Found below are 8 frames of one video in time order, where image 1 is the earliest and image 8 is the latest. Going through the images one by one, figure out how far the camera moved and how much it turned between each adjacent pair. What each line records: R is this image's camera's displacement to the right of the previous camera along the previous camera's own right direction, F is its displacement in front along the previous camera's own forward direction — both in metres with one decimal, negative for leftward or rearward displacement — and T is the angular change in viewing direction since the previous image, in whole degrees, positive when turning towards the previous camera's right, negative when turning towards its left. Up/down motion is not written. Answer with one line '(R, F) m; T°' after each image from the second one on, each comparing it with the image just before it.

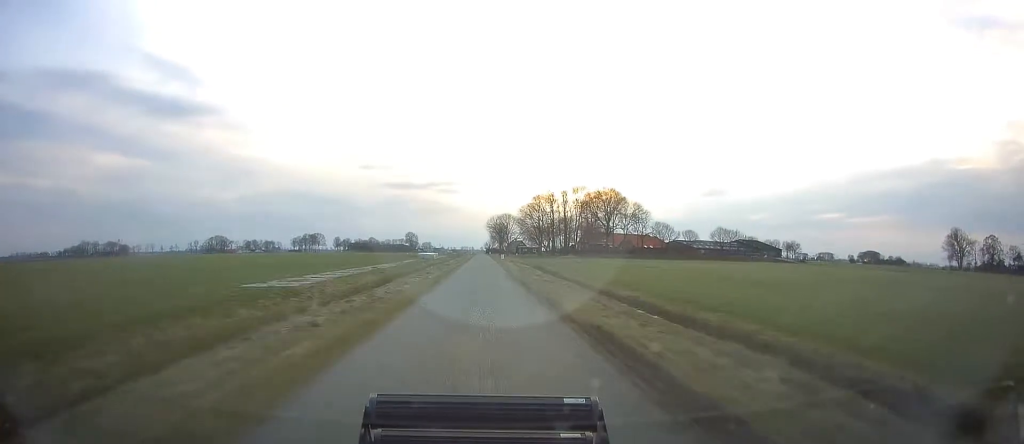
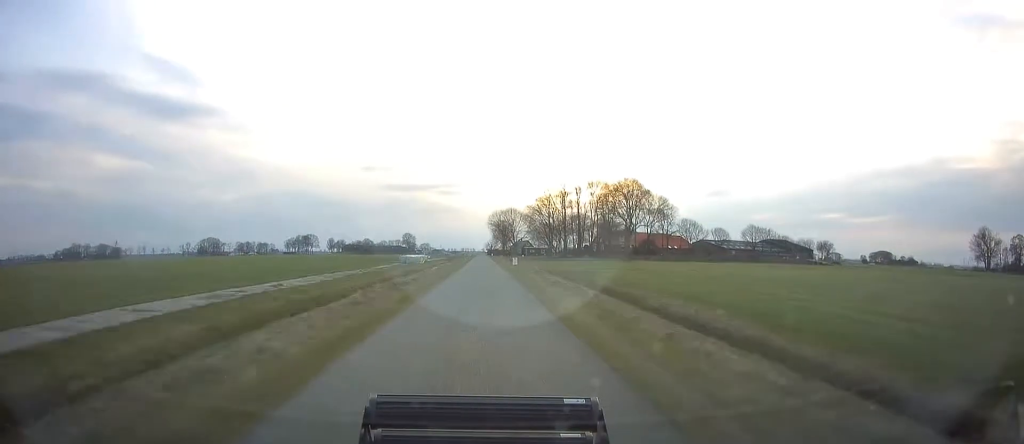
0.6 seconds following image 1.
(0.0, +27.3) m; 0°
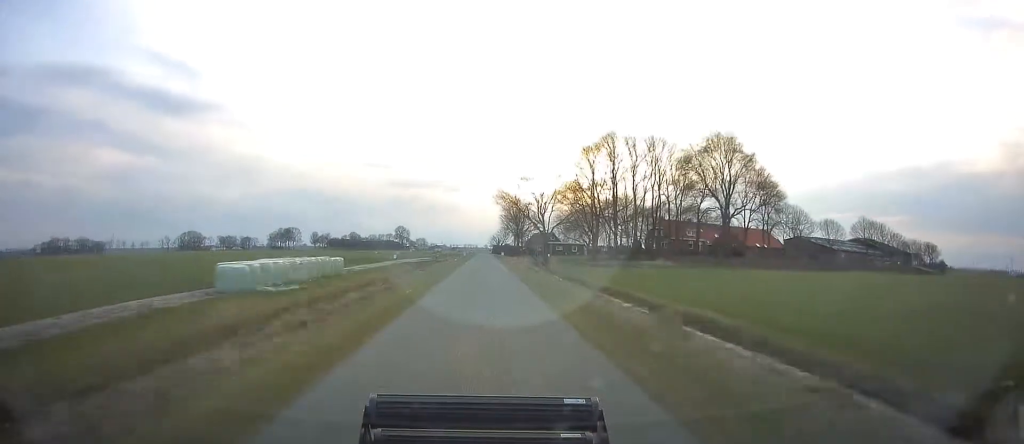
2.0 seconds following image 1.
(+0.2, +63.9) m; 0°
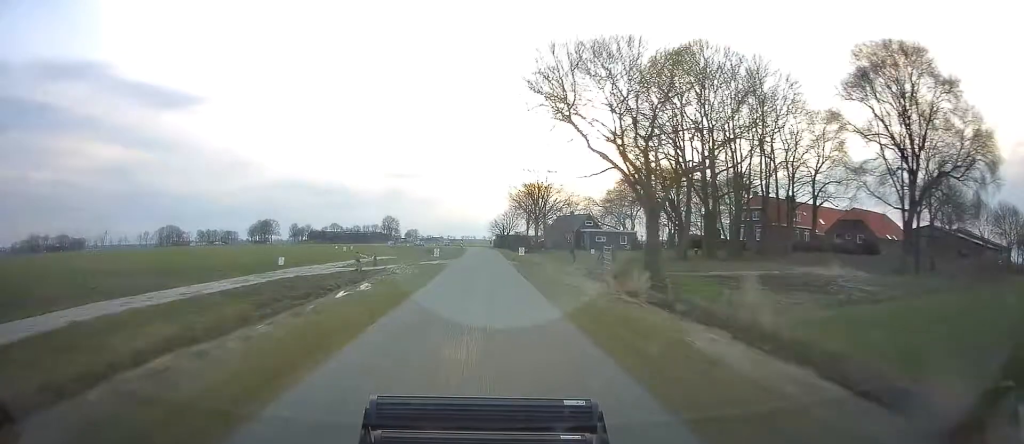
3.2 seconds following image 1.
(-0.3, +51.7) m; 0°
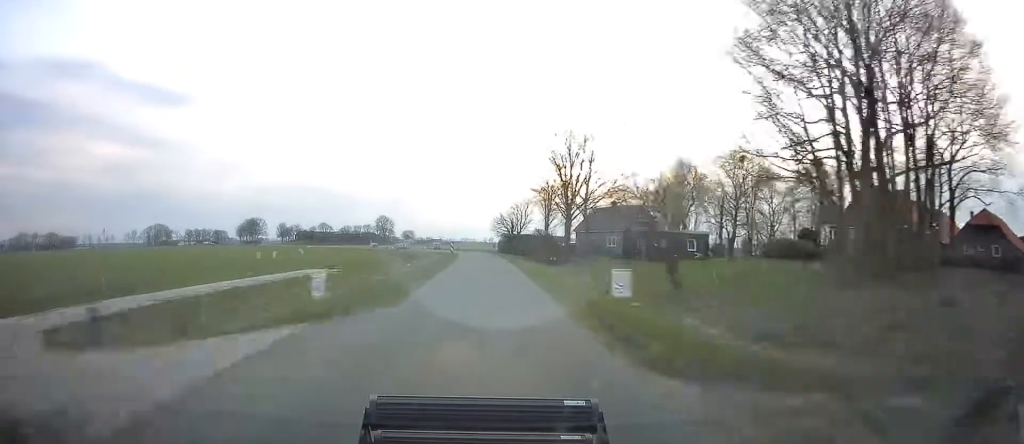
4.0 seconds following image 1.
(+0.2, +28.5) m; 0°
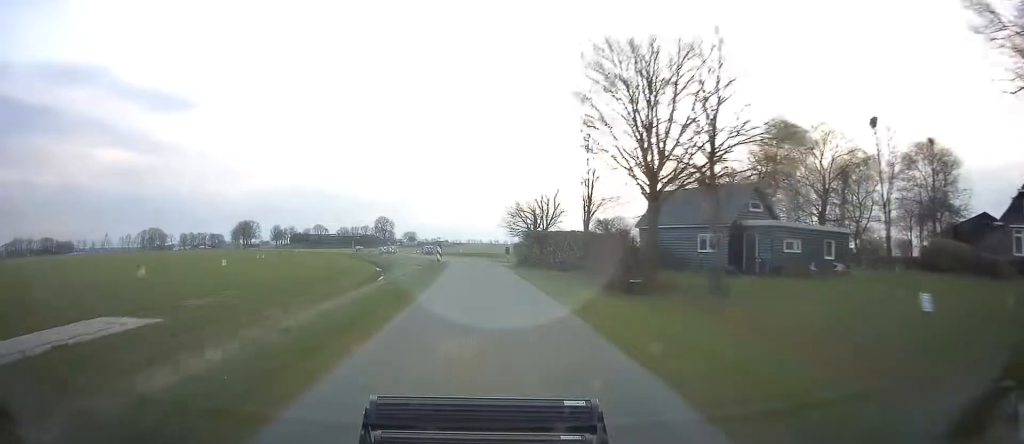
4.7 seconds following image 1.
(0.0, +25.2) m; -1°
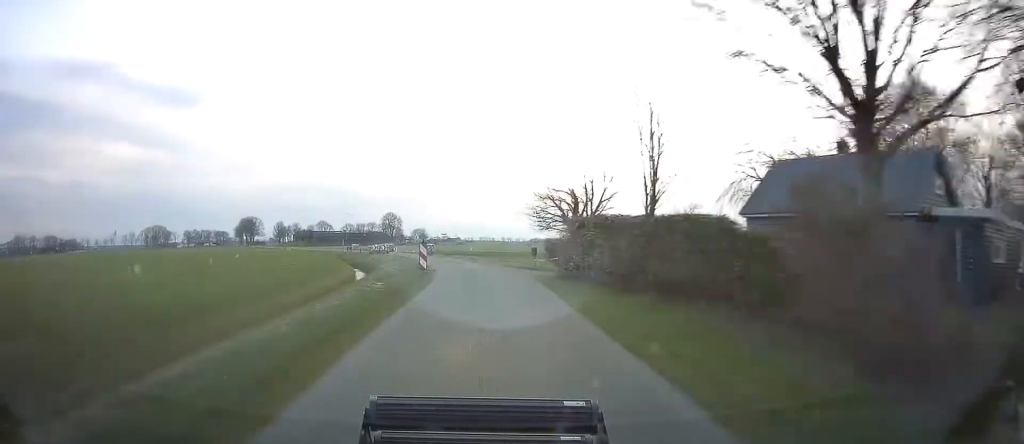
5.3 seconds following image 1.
(-0.1, +15.9) m; -1°
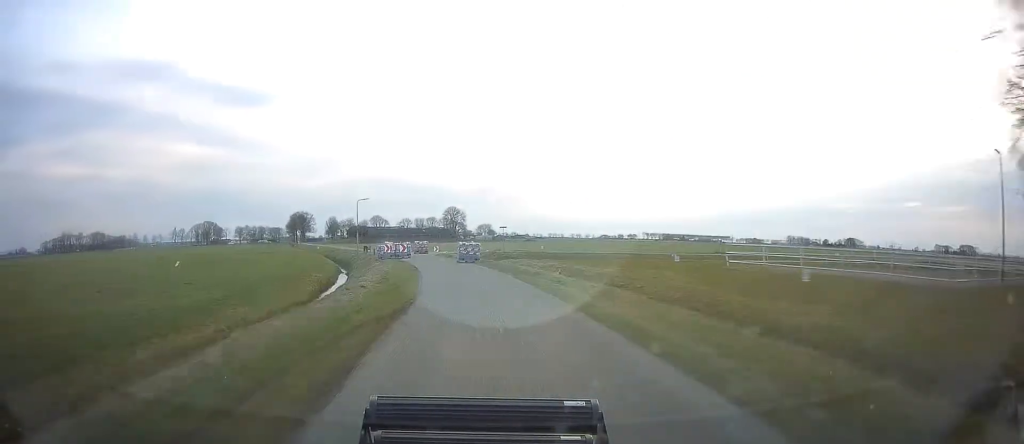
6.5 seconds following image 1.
(-0.9, +29.4) m; -5°
